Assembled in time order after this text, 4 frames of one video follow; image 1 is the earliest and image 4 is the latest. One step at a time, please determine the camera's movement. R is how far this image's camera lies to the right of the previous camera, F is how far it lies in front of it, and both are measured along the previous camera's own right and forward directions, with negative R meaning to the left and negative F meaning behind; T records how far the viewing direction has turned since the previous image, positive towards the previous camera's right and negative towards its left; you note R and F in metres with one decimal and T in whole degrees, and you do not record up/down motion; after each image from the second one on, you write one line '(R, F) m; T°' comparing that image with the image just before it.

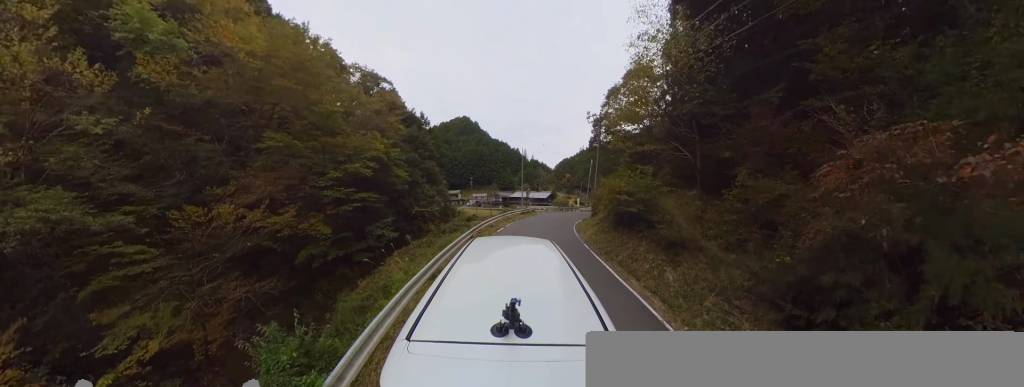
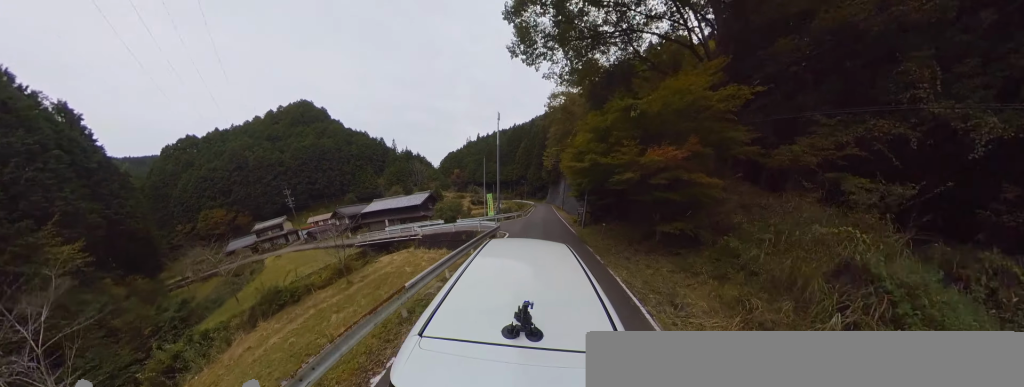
(+3.9, +29.5) m; +17°
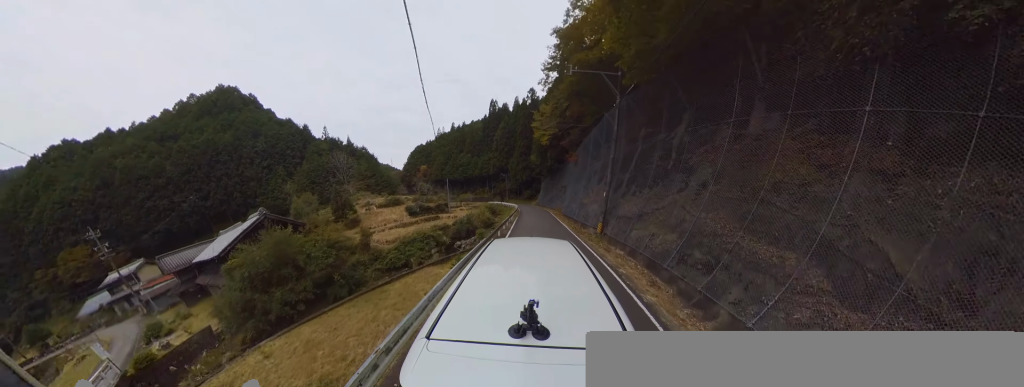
(+2.4, +25.0) m; +7°
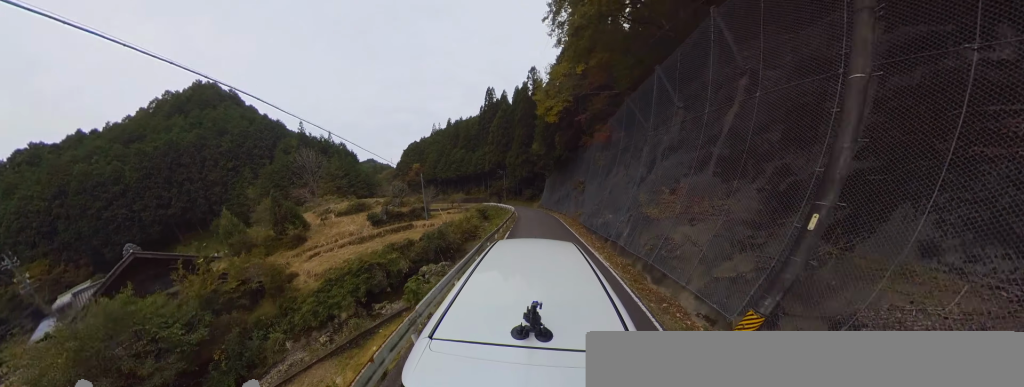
(0.0, +9.0) m; -1°
